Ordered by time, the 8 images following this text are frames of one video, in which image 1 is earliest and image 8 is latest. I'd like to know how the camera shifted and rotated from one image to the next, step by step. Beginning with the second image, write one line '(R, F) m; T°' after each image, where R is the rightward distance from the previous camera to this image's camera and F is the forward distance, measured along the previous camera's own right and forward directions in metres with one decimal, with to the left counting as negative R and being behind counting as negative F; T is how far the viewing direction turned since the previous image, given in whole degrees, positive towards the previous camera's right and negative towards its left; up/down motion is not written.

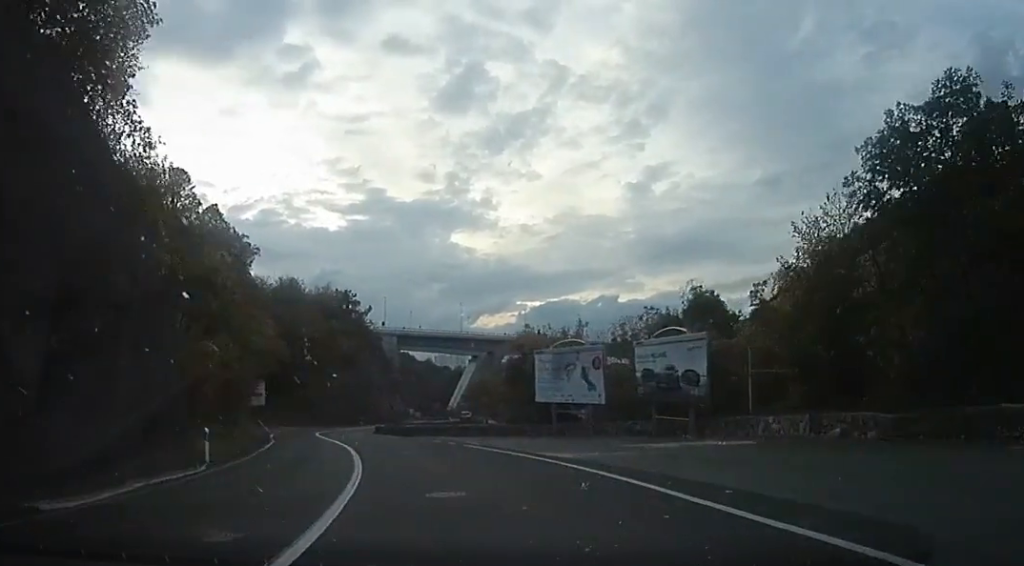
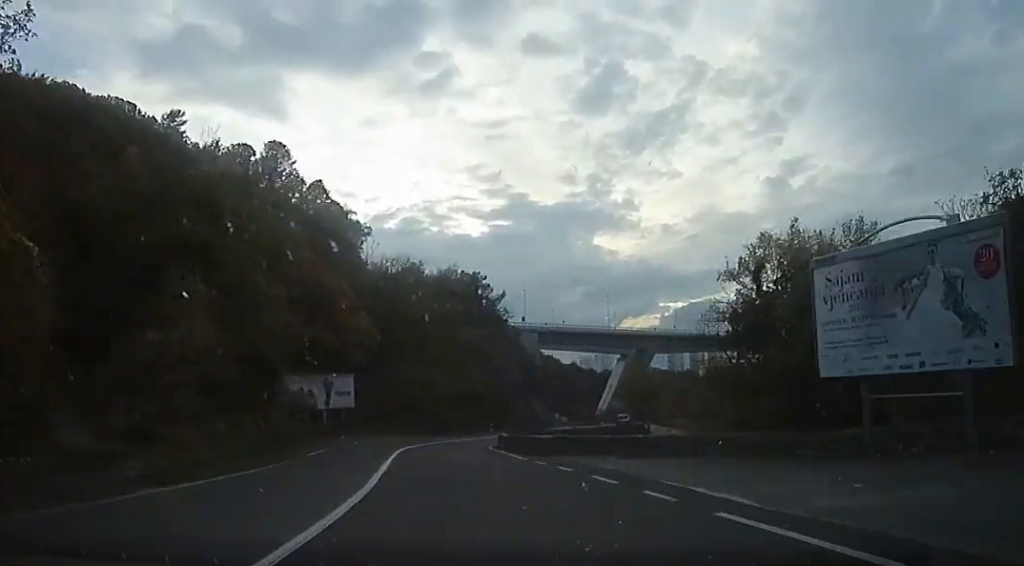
(0.0, +17.7) m; 0°
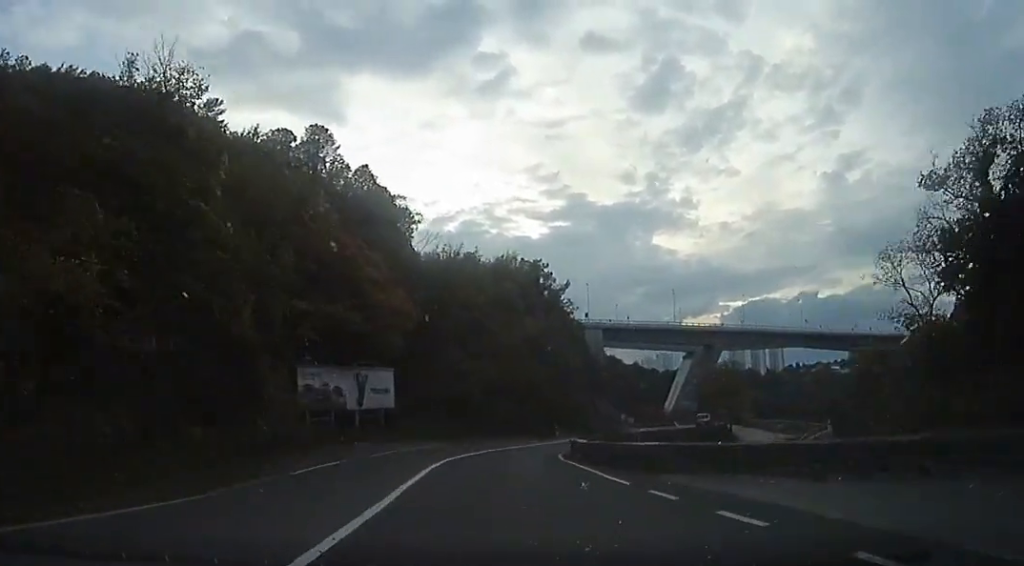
(0.0, +7.8) m; 0°
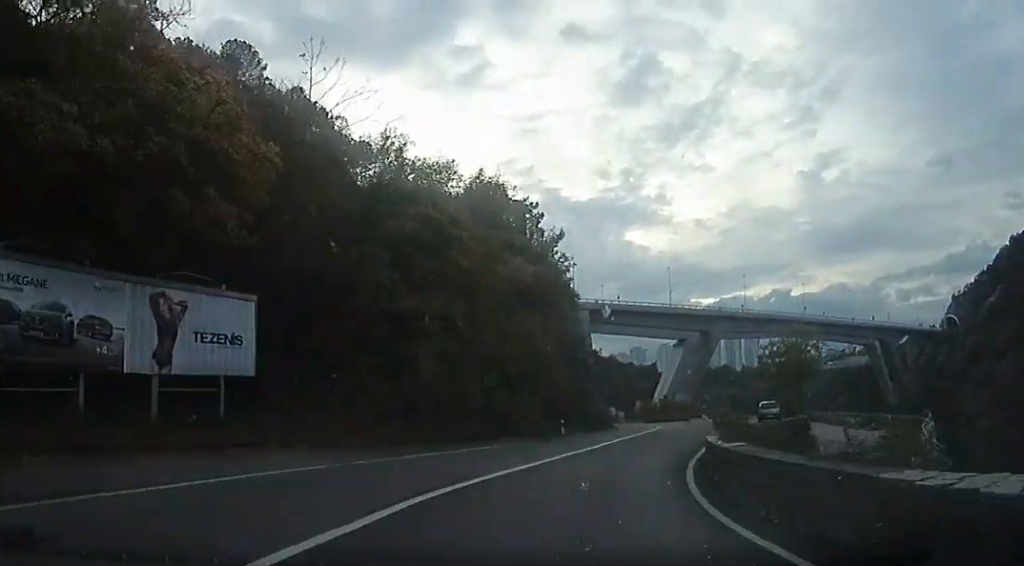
(-0.4, +21.1) m; -2°
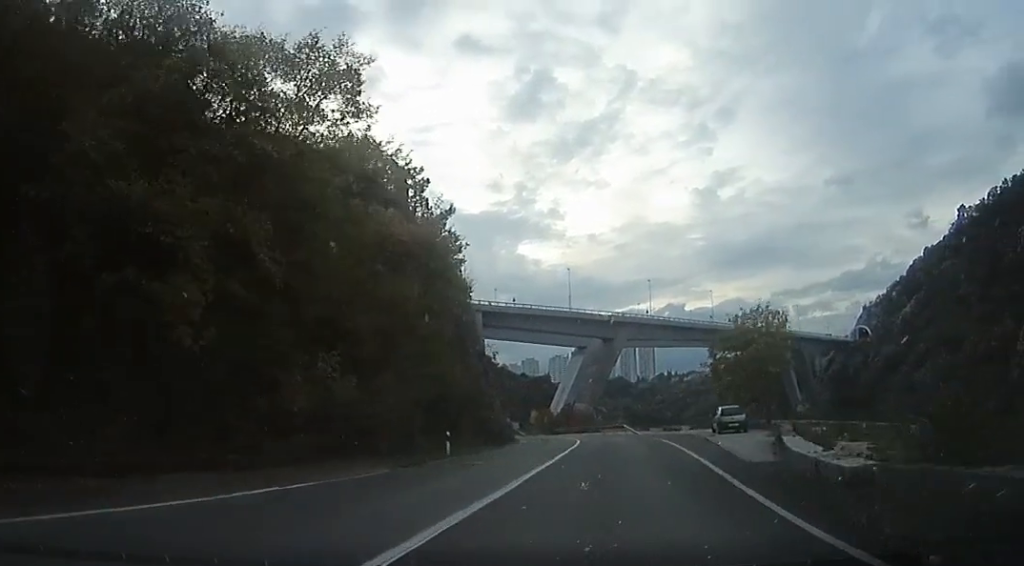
(-0.1, +11.7) m; +3°
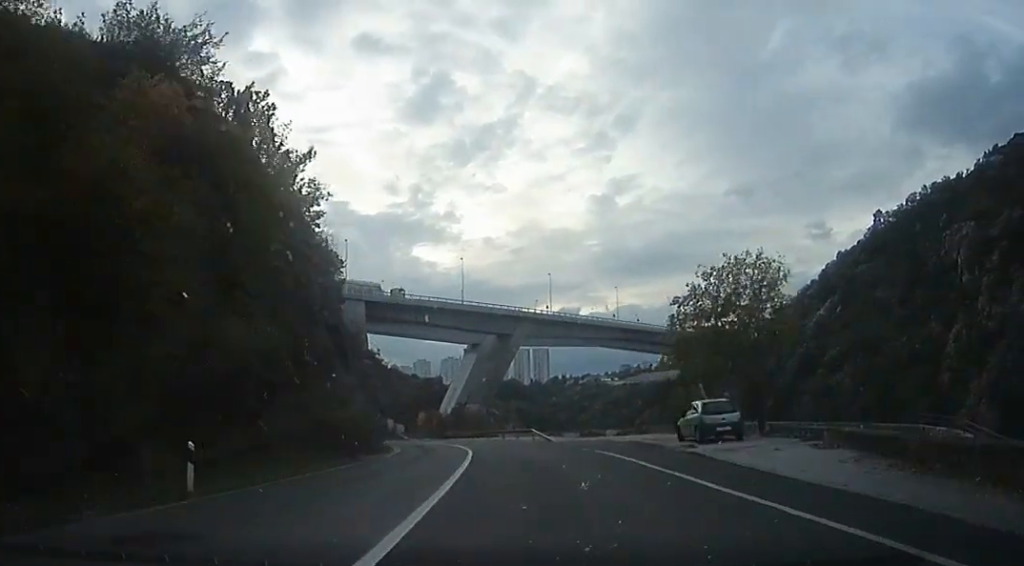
(+0.5, +12.5) m; +6°
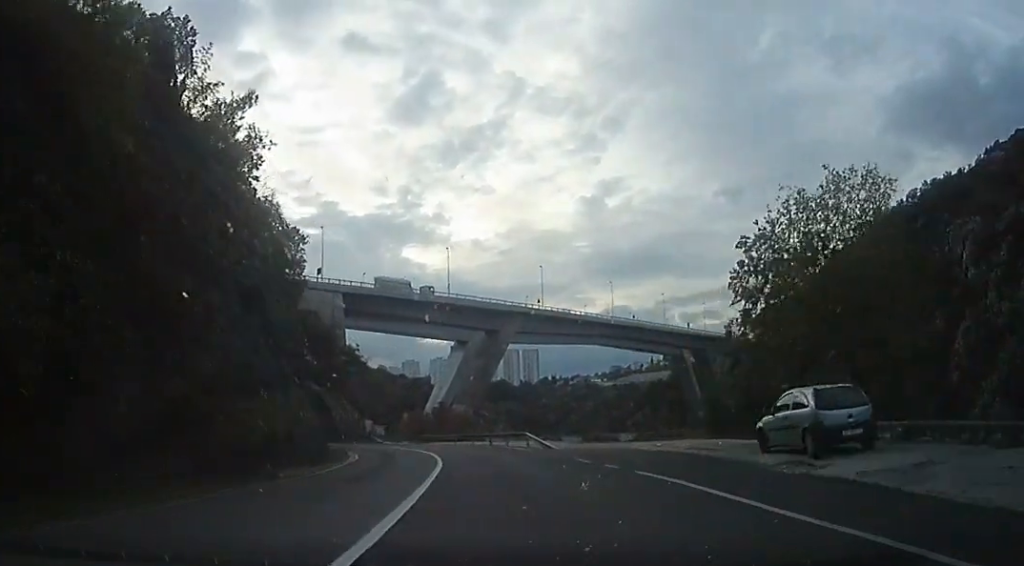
(+0.6, +8.5) m; +4°
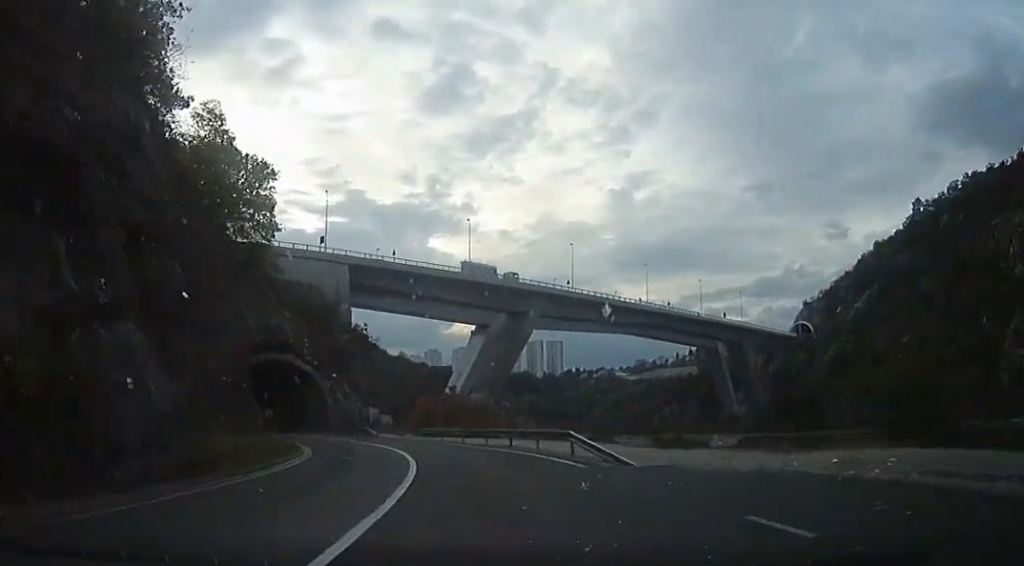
(+0.1, +12.3) m; -5°
